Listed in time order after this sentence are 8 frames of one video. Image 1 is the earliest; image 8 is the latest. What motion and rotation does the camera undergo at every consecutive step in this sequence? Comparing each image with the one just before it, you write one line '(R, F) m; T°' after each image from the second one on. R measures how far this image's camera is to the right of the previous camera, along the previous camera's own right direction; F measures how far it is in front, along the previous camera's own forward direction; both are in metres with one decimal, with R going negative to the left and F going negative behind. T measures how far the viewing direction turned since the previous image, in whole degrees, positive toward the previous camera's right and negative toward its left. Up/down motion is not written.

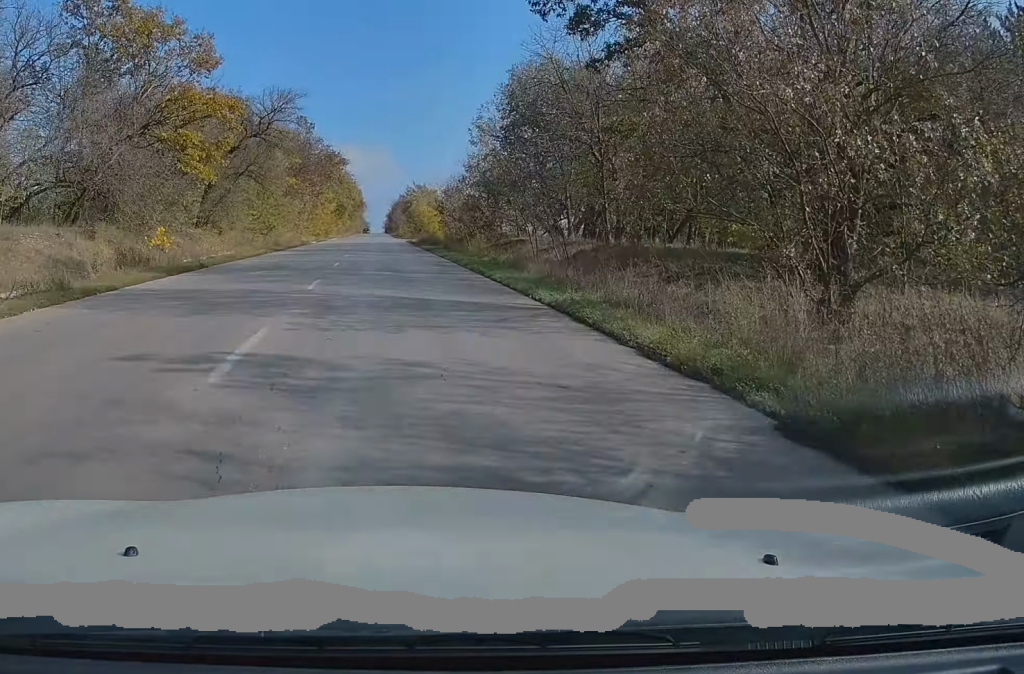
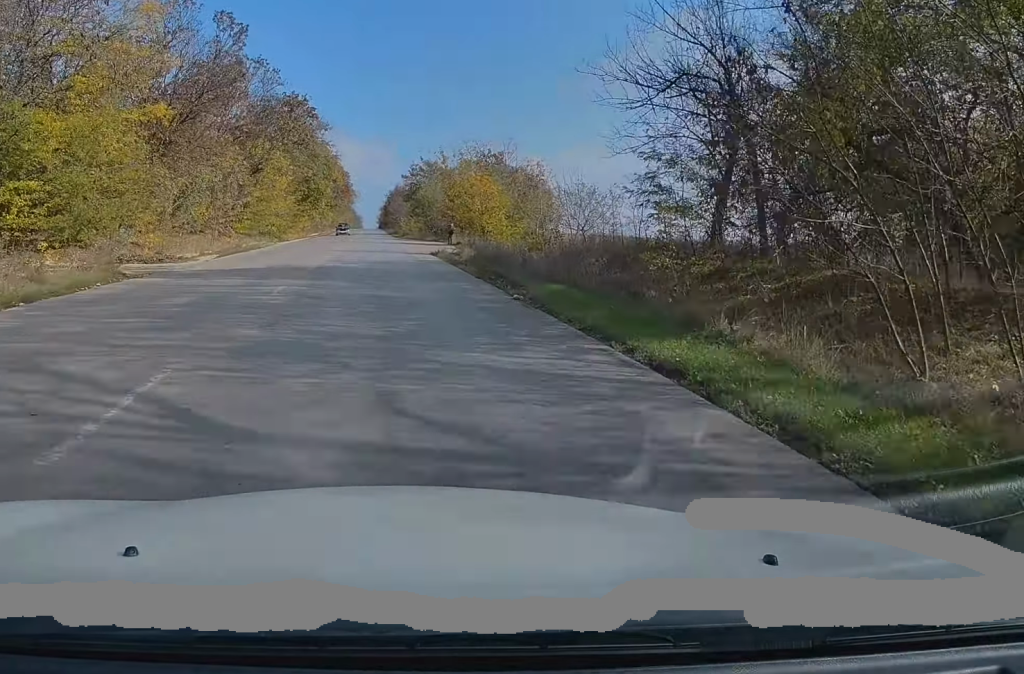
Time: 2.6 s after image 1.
(+0.9, +48.1) m; +1°
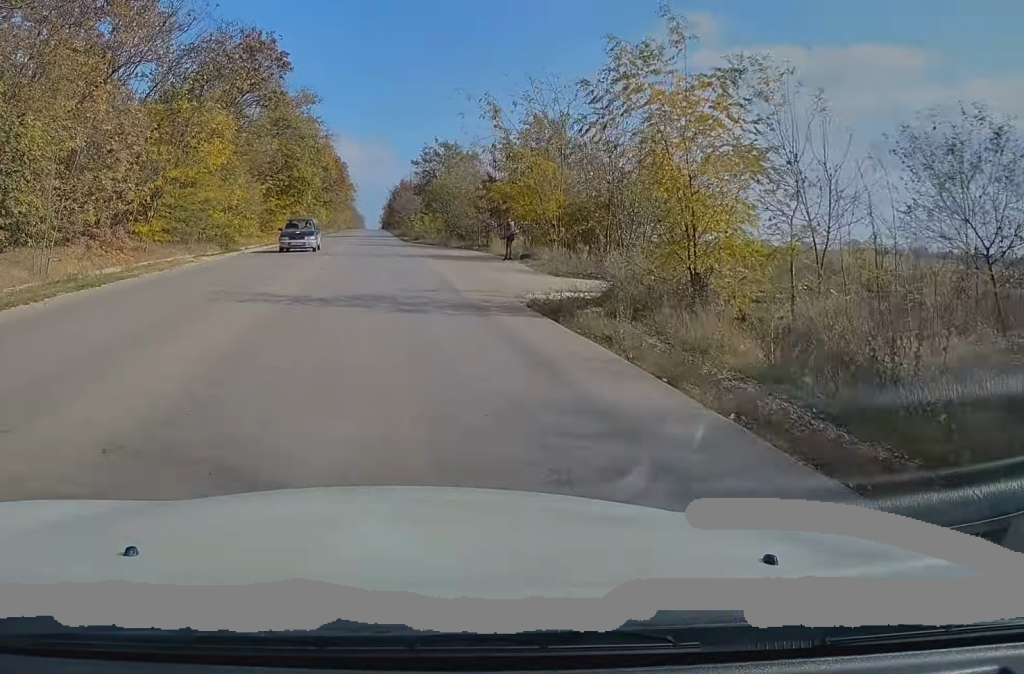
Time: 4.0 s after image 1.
(-0.5, +24.3) m; -1°
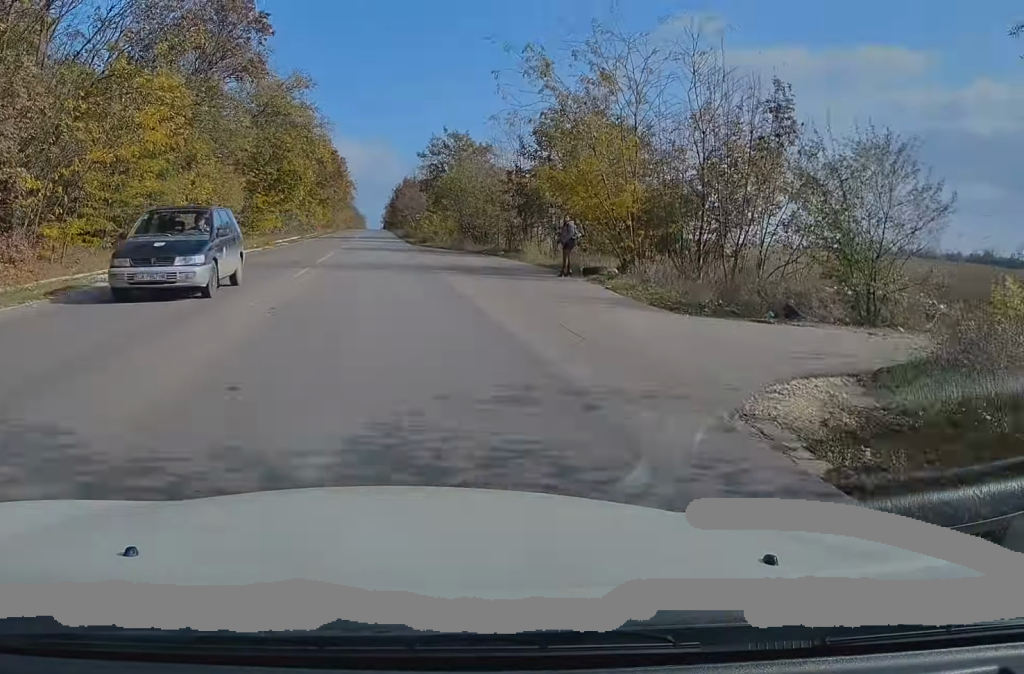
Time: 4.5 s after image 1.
(0.0, +9.7) m; 0°
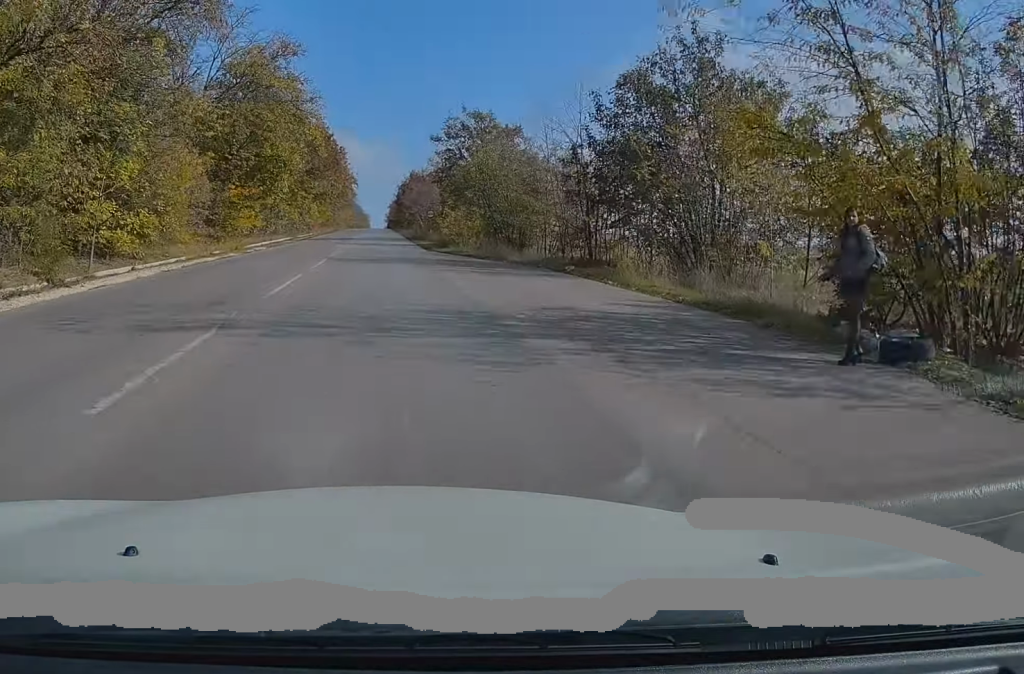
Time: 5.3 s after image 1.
(0.0, +14.0) m; 0°
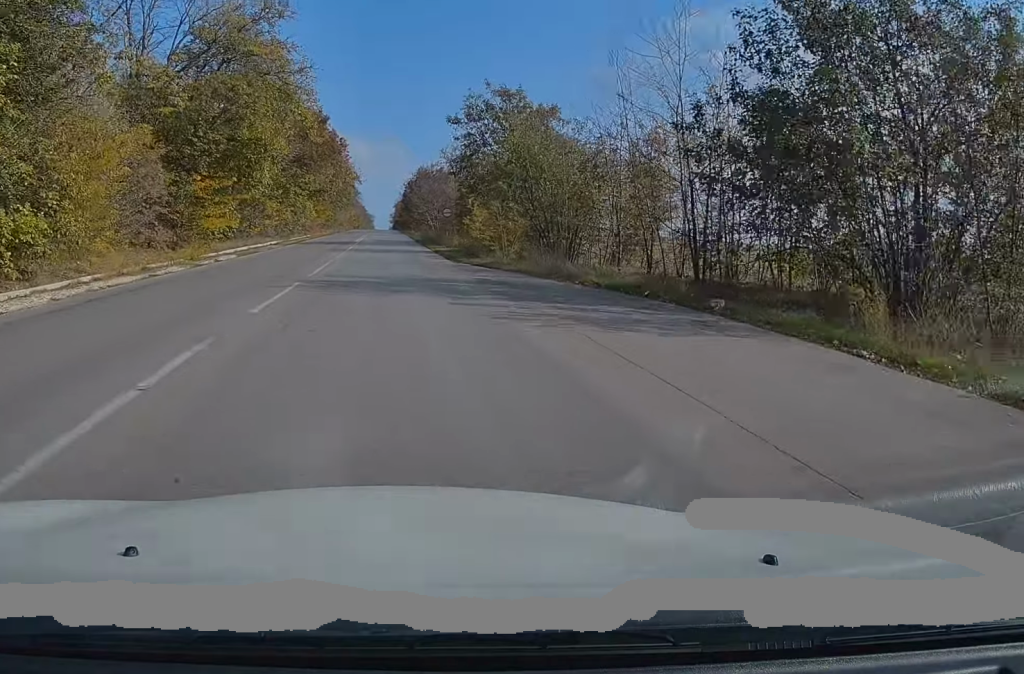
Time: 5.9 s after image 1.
(0.0, +11.5) m; +1°
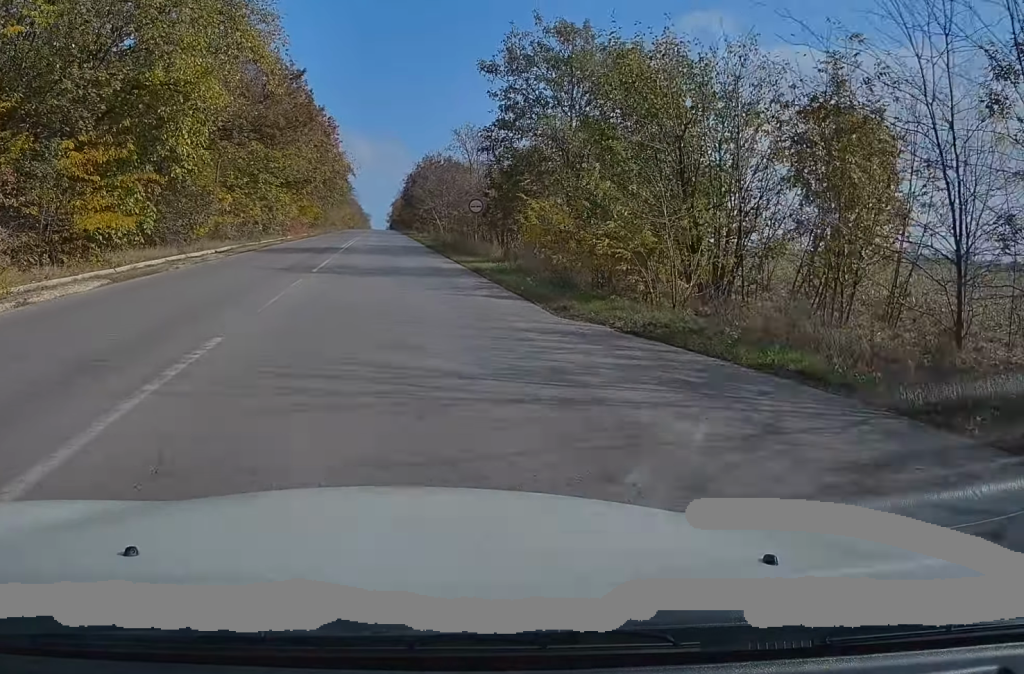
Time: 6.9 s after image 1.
(+0.2, +17.6) m; +1°
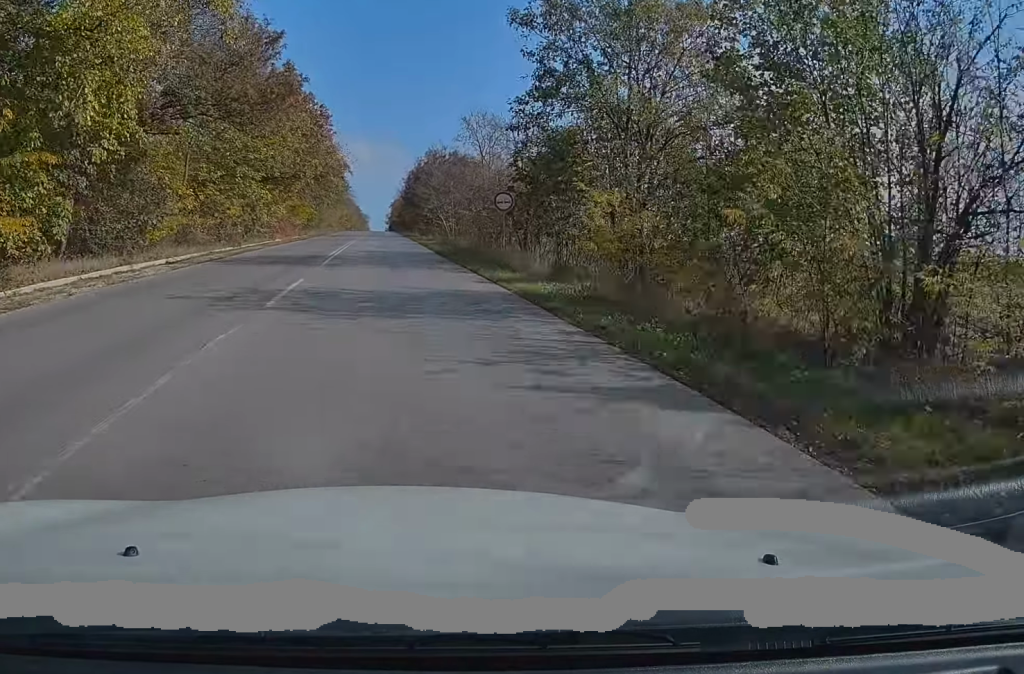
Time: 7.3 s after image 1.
(+0.2, +8.5) m; 0°
